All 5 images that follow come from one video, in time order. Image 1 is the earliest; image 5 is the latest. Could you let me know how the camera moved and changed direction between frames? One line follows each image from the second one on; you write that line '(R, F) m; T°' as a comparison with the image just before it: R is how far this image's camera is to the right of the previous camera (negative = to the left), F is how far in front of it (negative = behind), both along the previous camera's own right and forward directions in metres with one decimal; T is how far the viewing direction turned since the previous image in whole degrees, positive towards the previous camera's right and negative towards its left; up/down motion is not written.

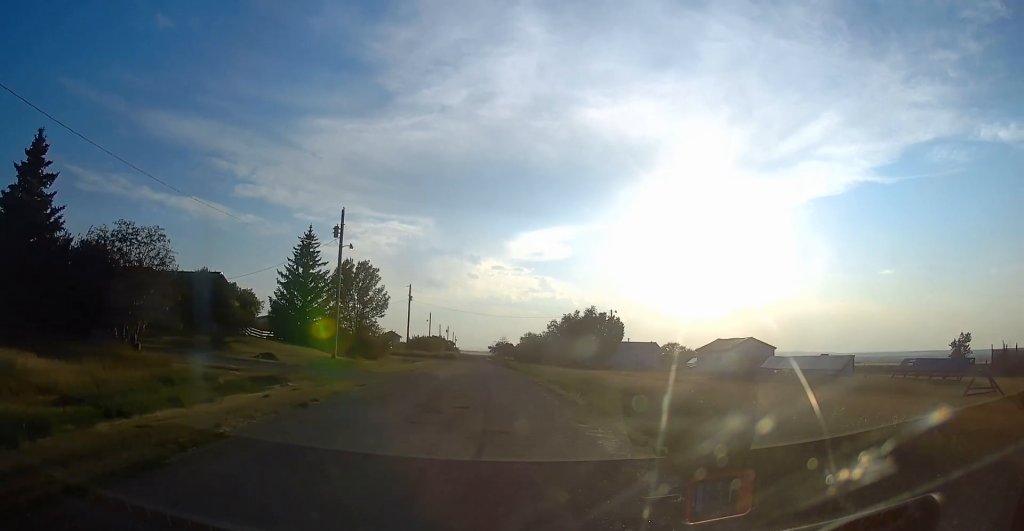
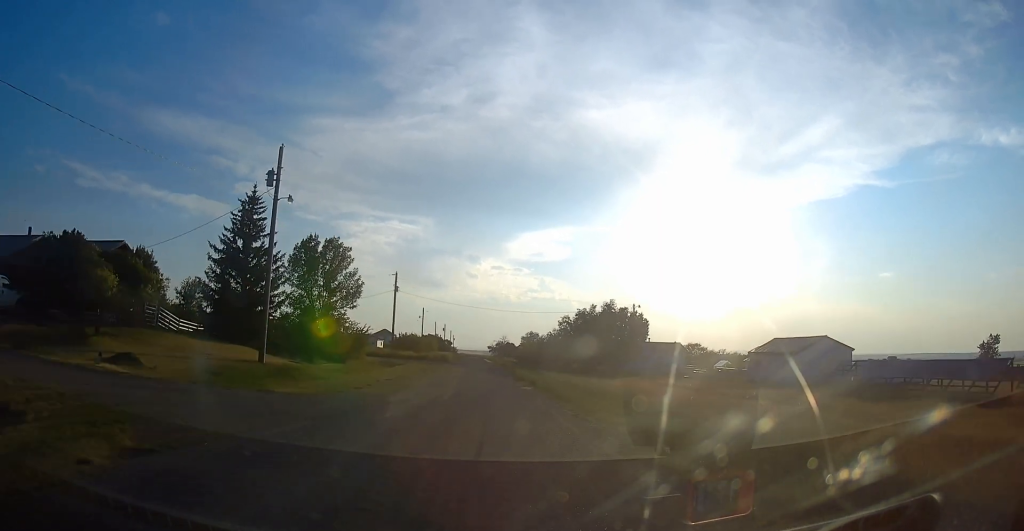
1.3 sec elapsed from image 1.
(0.0, +15.5) m; +2°
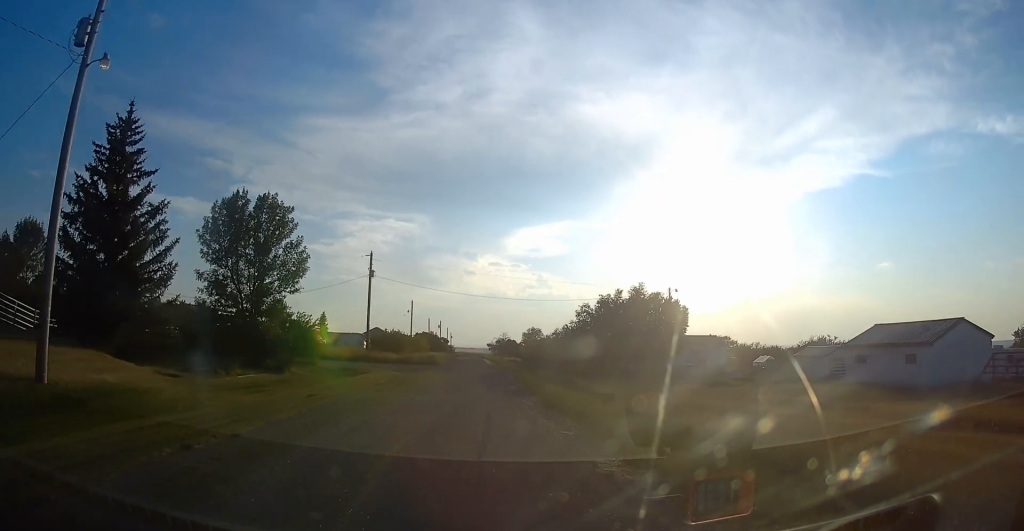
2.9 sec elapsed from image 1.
(+0.3, +17.2) m; -1°
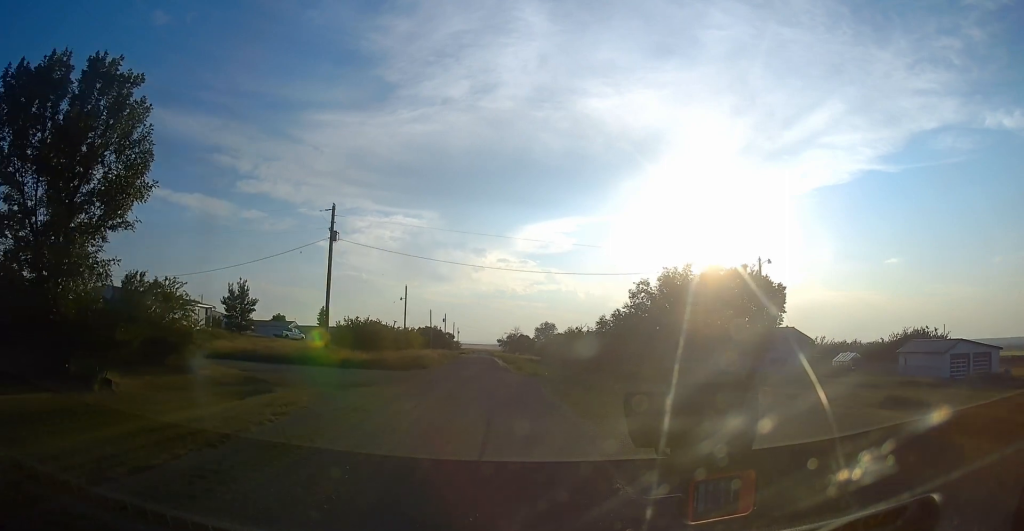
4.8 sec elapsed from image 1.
(-0.5, +20.8) m; -1°
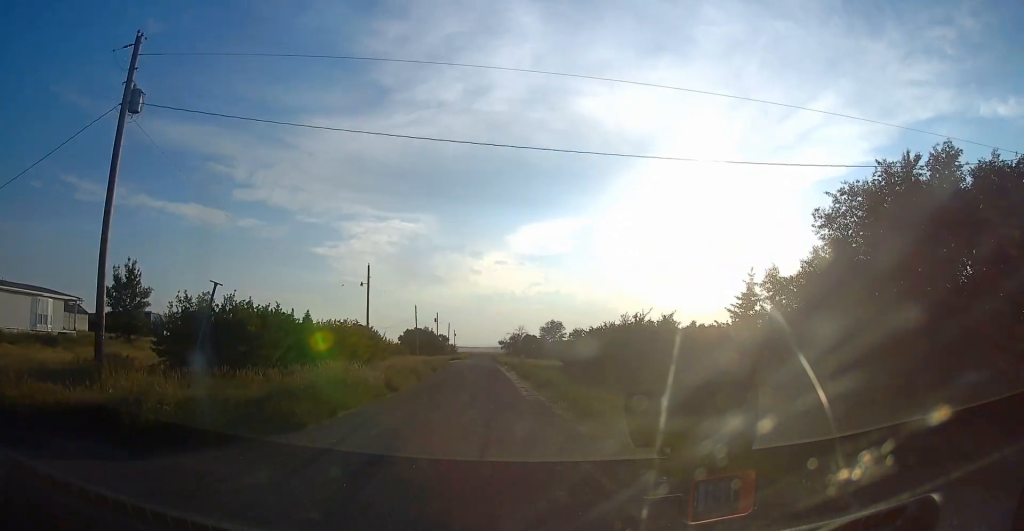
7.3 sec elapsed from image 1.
(0.0, +27.0) m; +2°
